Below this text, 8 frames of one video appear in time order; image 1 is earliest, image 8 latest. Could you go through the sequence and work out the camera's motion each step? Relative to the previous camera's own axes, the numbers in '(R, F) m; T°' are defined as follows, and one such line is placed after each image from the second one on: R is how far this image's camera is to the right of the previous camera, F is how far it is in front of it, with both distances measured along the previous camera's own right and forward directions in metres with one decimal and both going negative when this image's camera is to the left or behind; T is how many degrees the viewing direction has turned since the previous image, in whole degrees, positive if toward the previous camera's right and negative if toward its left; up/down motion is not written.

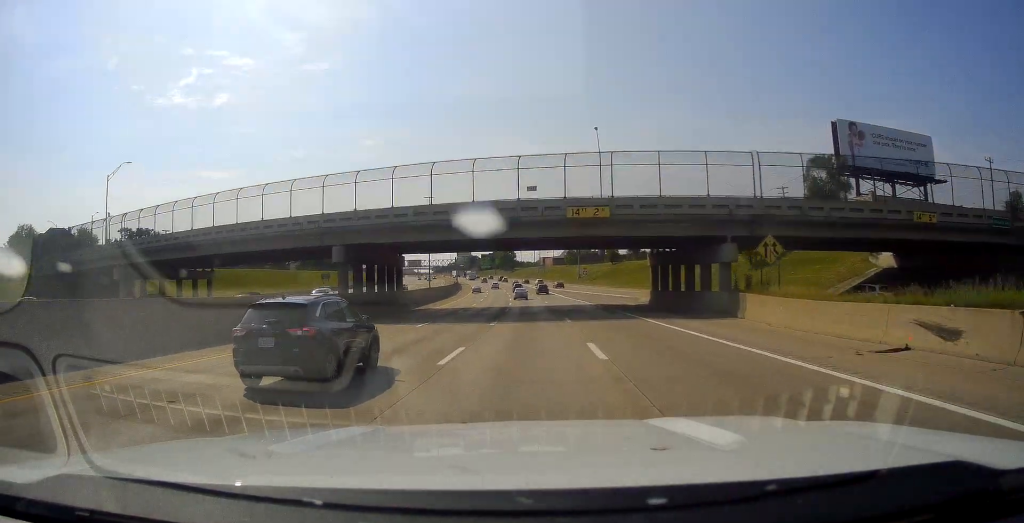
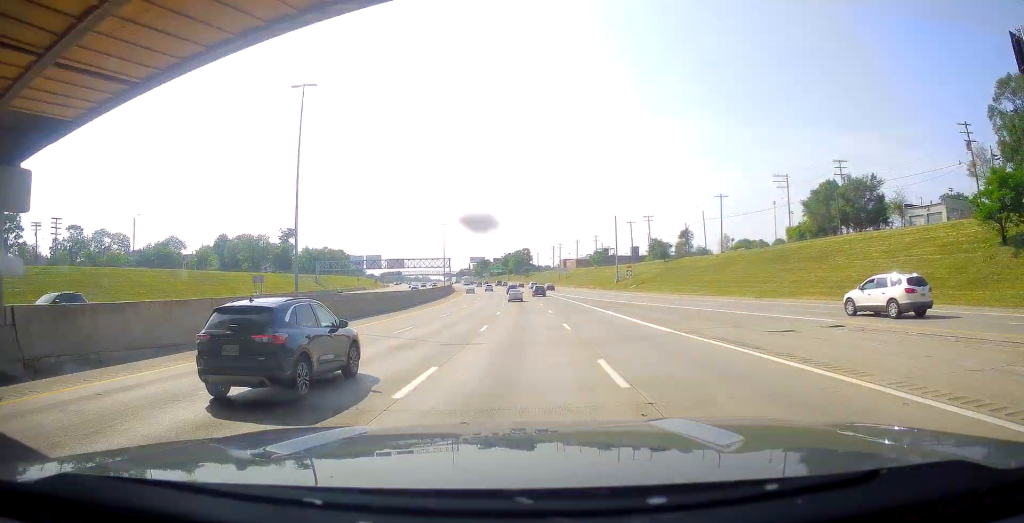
(-0.6, +49.5) m; -1°
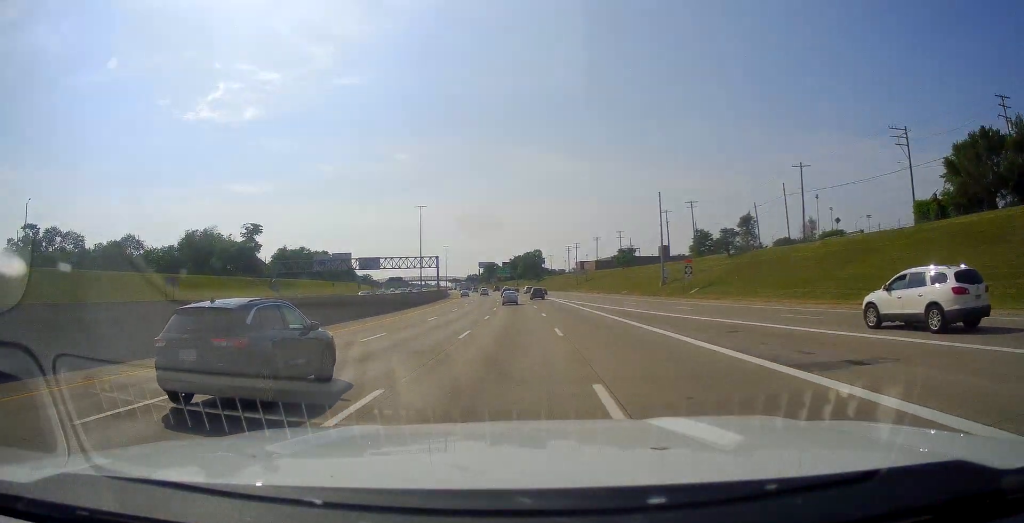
(-0.1, +33.8) m; -1°
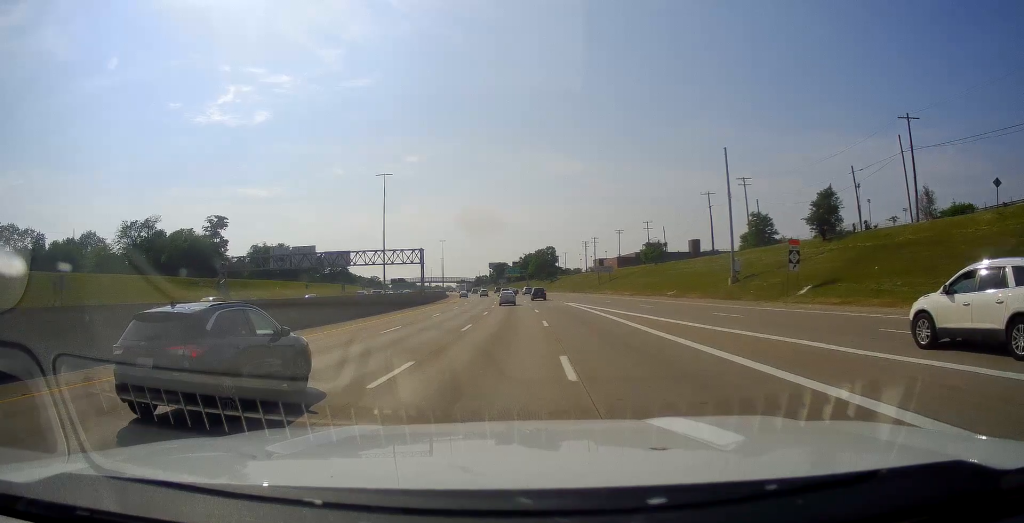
(-0.7, +26.1) m; -1°
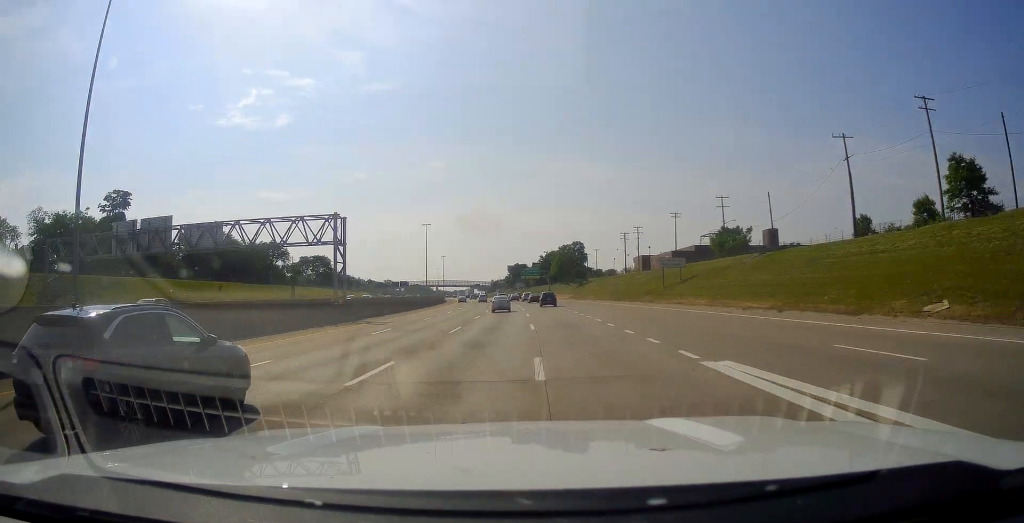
(-0.5, +45.7) m; -2°
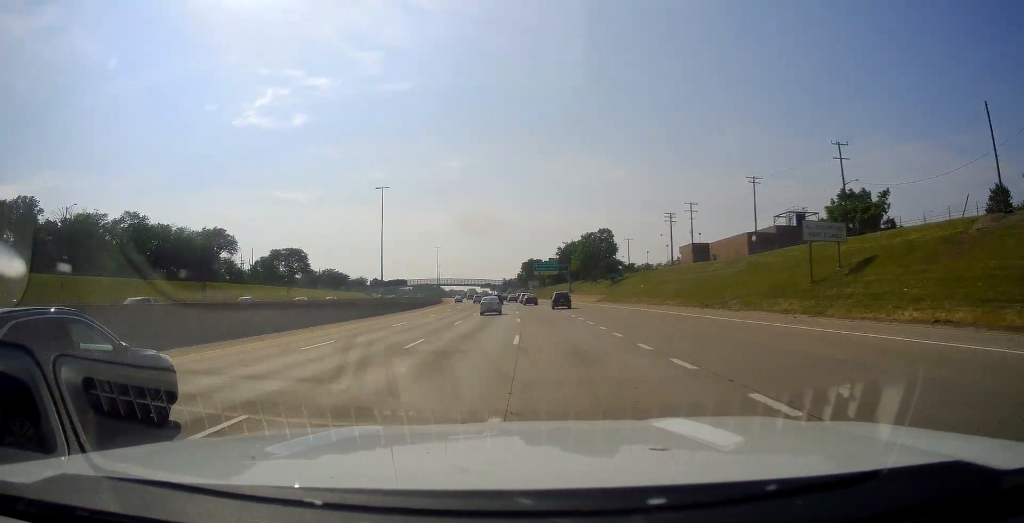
(-0.5, +37.7) m; -2°
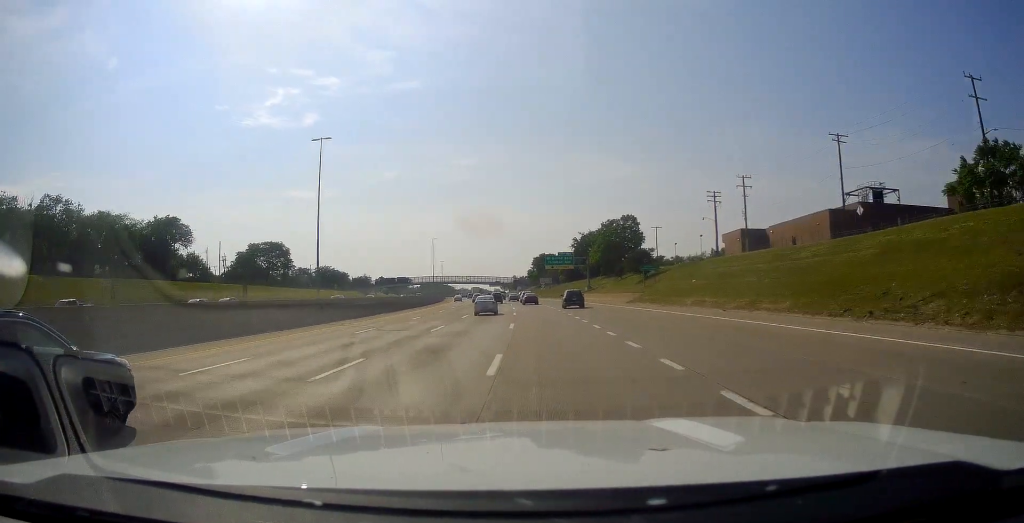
(-0.1, +22.8) m; -1°
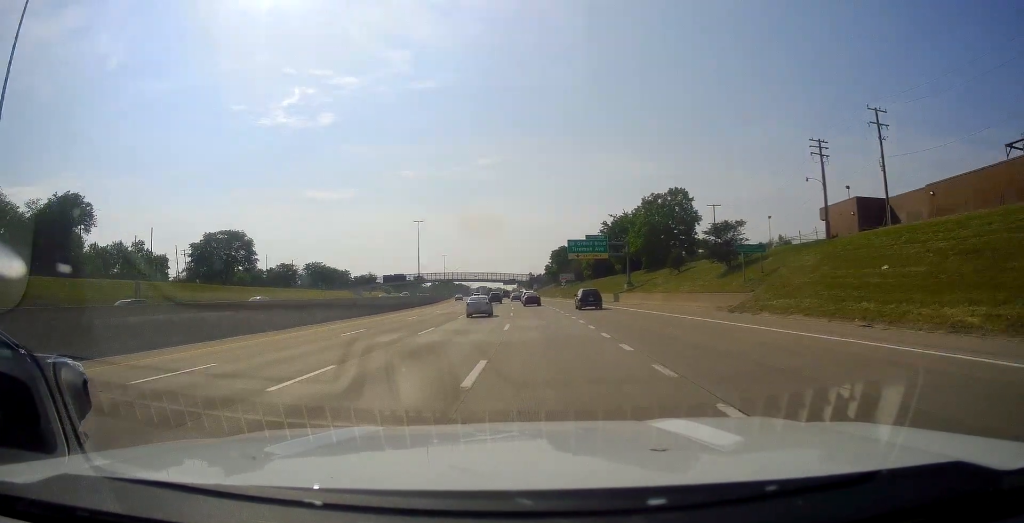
(-0.8, +32.7) m; -3°
